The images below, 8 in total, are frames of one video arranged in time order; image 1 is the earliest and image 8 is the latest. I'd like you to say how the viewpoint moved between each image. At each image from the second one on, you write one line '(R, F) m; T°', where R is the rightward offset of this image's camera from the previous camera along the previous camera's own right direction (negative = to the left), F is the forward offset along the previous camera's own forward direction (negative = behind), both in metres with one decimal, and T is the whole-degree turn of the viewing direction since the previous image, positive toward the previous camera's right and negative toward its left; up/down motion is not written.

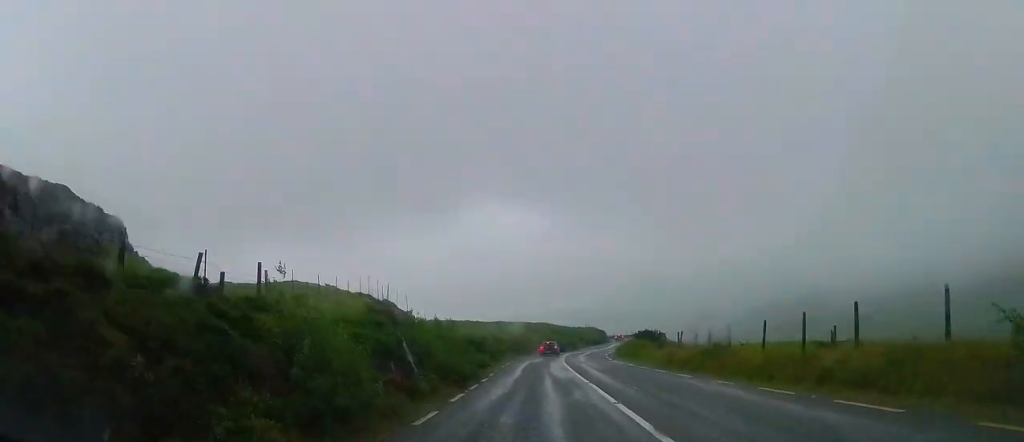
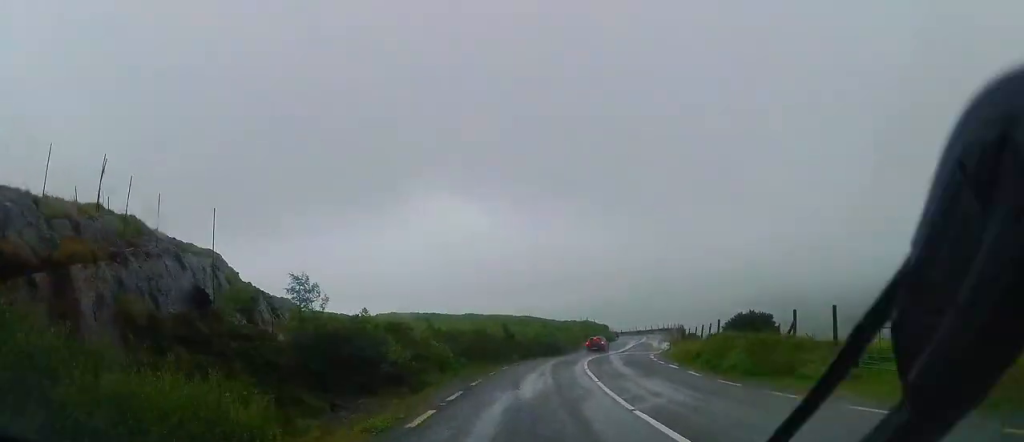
(+0.8, +28.7) m; +3°
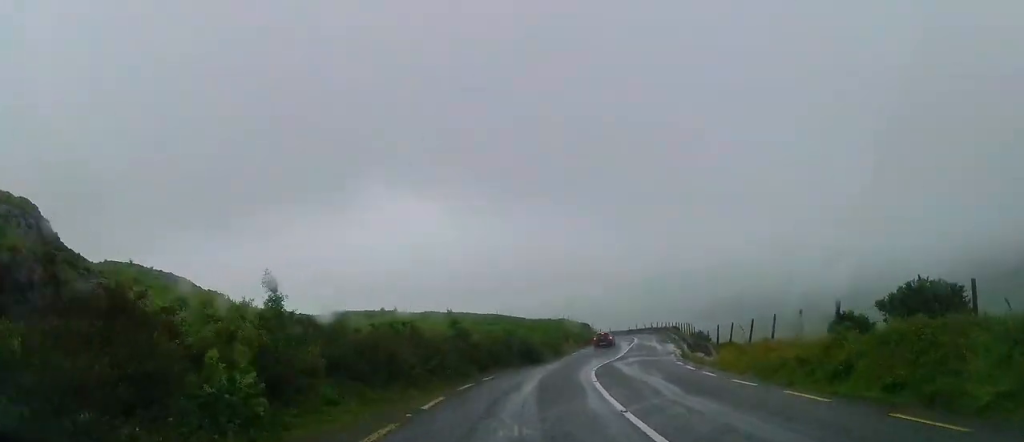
(+0.2, +14.0) m; +4°
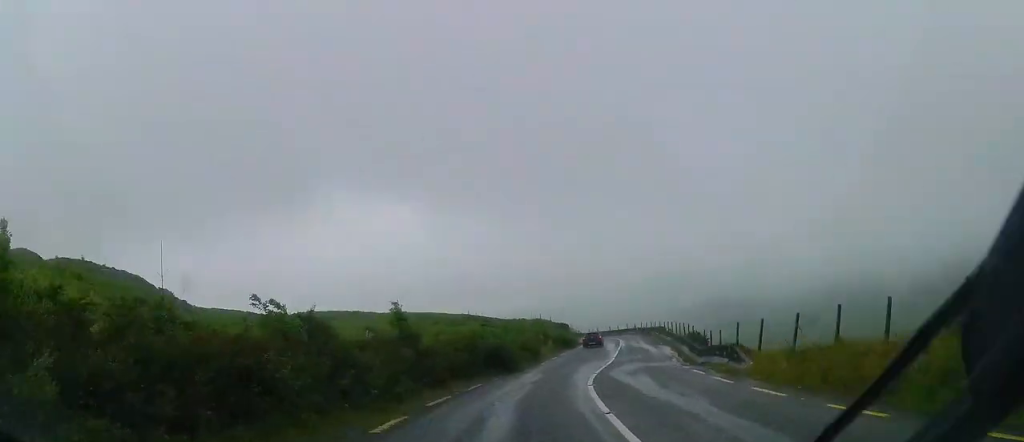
(0.0, +6.5) m; +3°
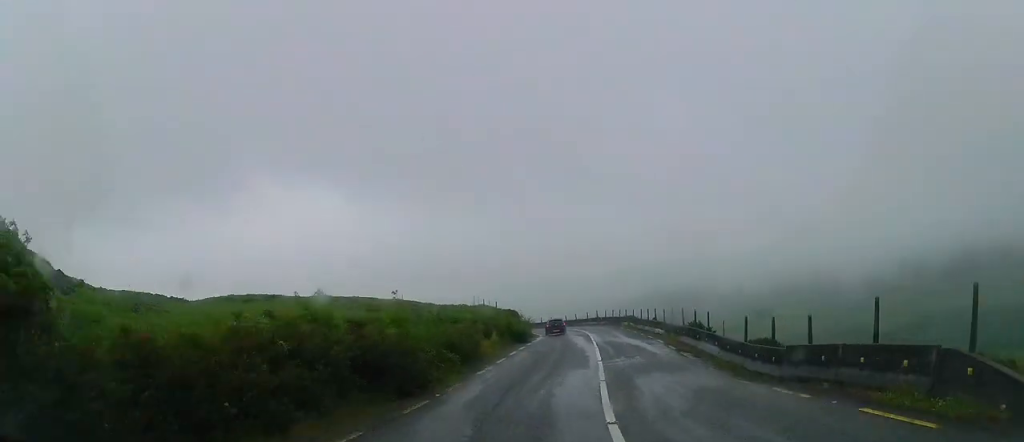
(+0.9, +13.9) m; +6°
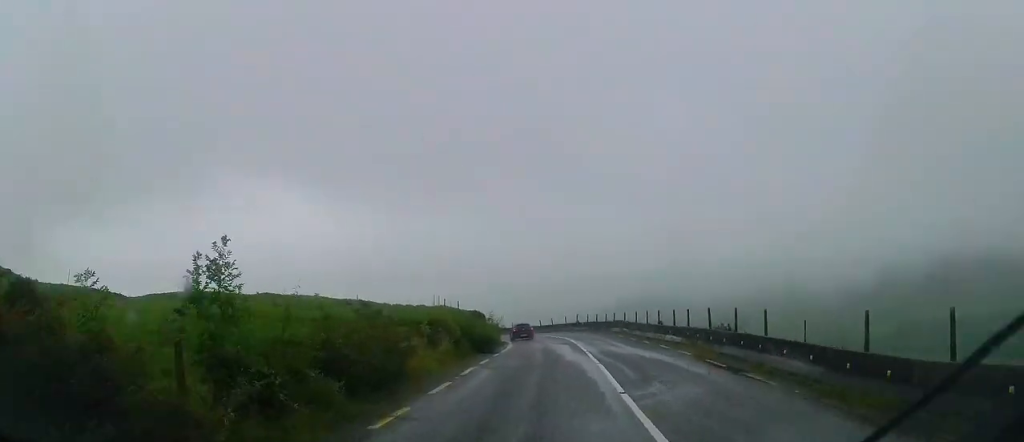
(+0.4, +9.9) m; +1°
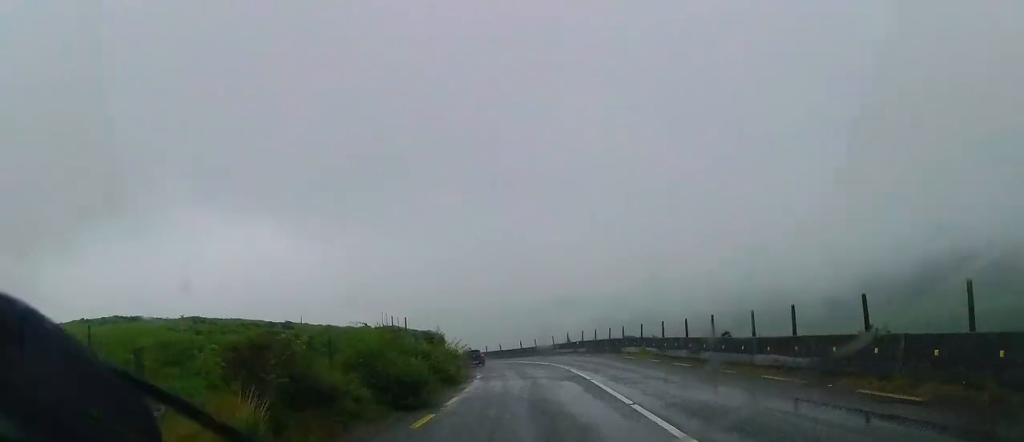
(+0.1, +13.6) m; 0°
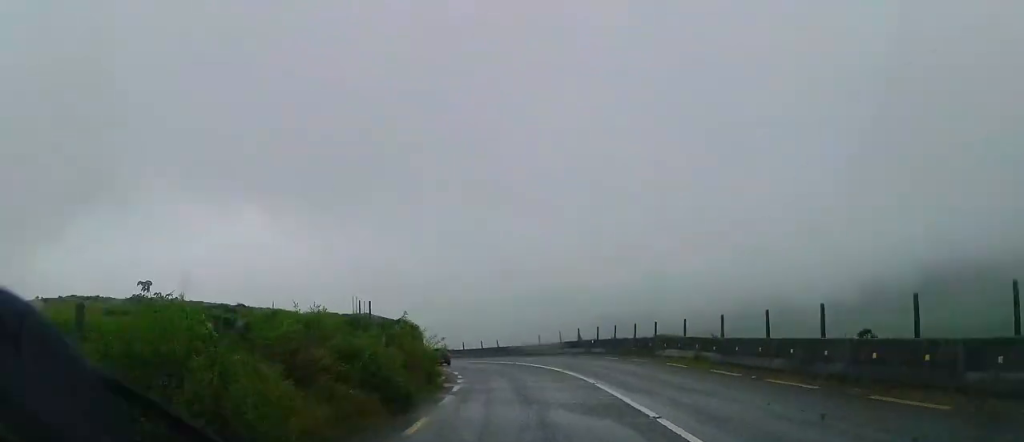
(-0.3, +8.5) m; 0°
